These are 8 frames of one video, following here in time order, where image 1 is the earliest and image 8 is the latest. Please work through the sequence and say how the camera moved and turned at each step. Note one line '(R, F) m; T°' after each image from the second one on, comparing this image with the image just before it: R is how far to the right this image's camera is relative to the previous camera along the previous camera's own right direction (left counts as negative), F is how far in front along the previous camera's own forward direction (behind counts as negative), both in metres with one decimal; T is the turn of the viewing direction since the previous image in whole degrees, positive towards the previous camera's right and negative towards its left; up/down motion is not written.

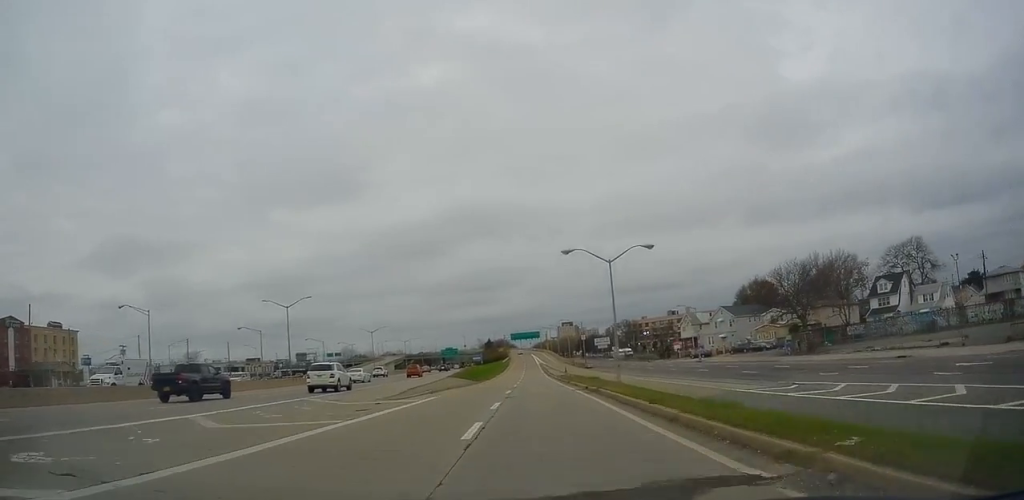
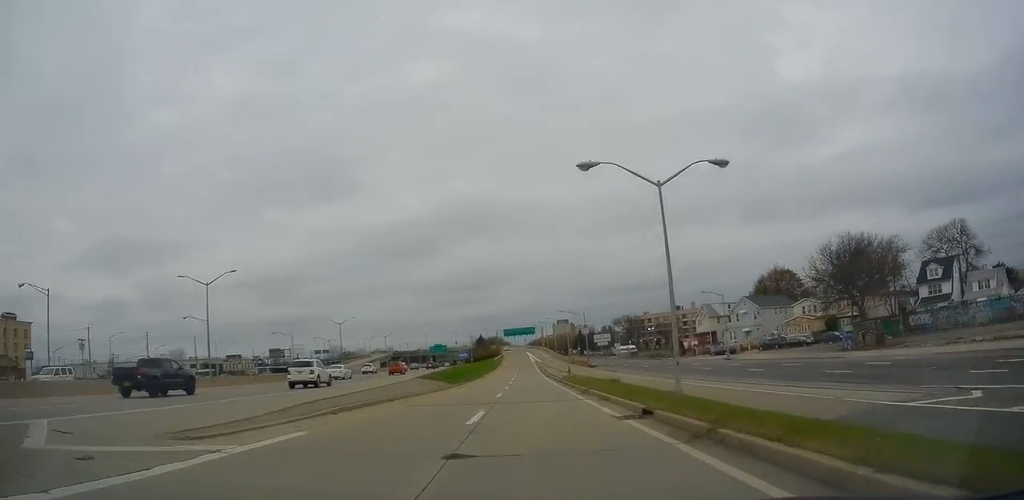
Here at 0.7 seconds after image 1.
(0.0, +16.1) m; 0°
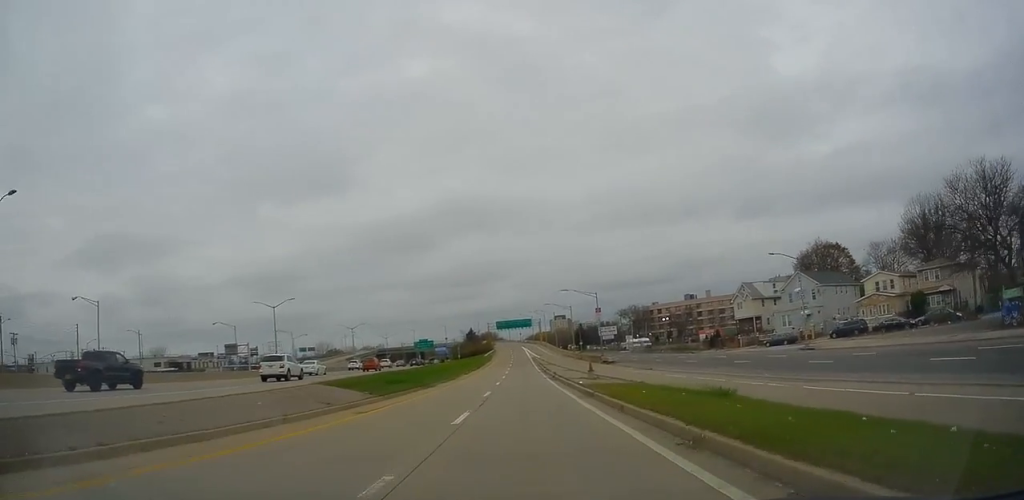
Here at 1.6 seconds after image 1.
(+0.4, +24.4) m; +1°
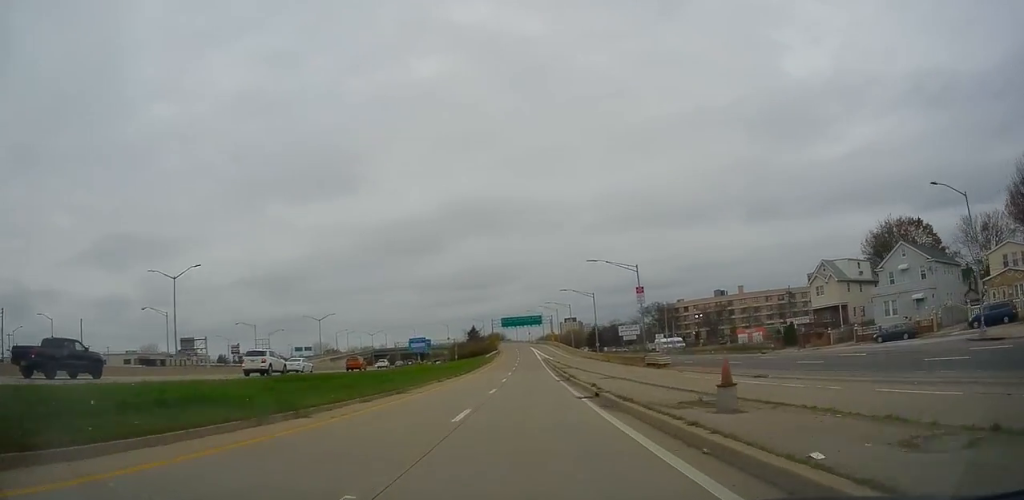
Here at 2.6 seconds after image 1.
(0.0, +24.0) m; 0°
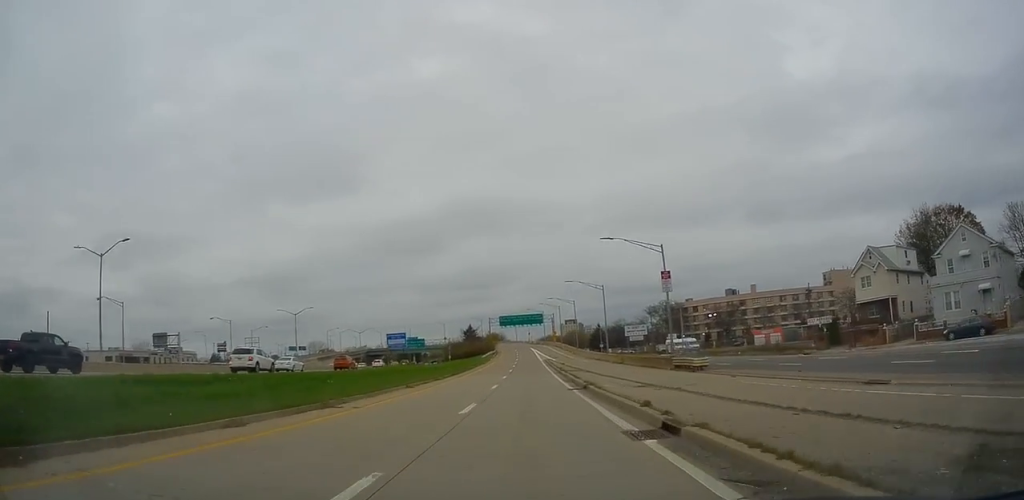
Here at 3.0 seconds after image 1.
(0.0, +10.3) m; 0°
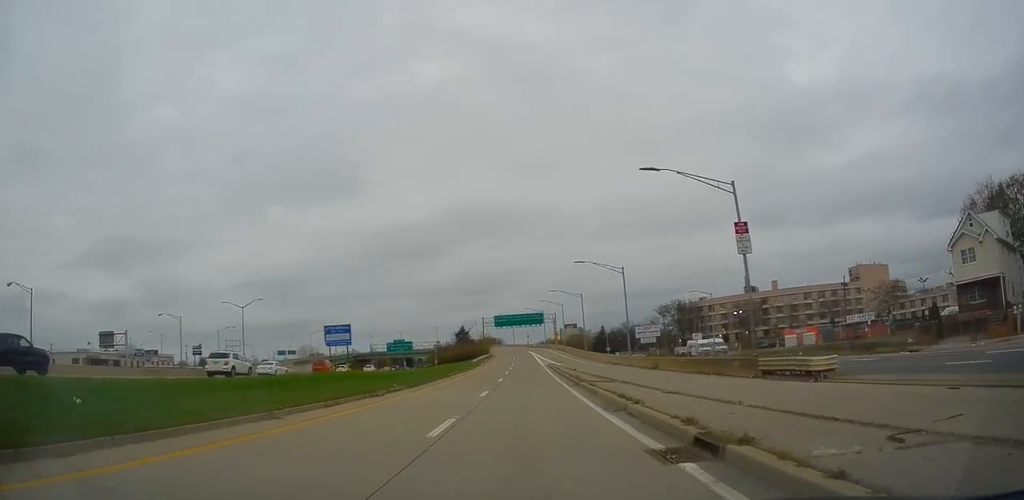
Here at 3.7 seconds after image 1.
(0.0, +16.6) m; 0°
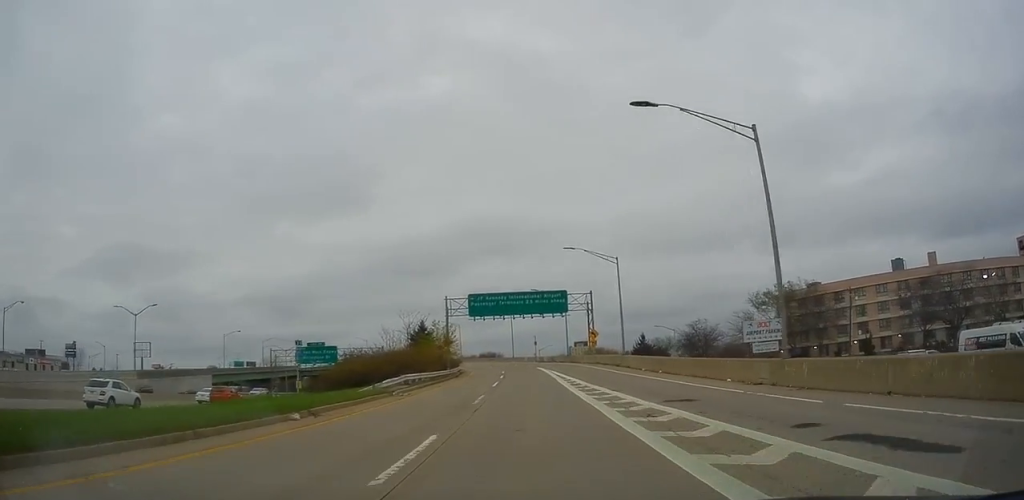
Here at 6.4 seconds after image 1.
(+0.1, +66.6) m; 0°
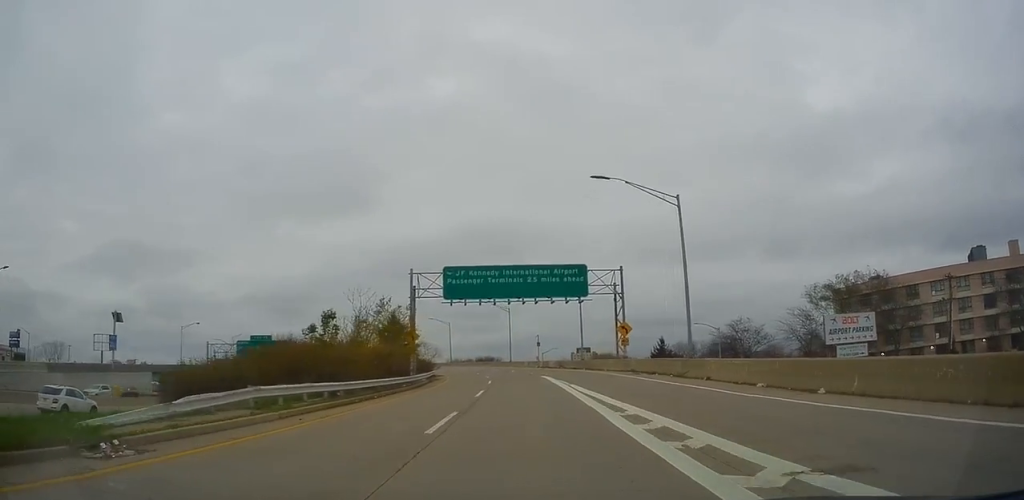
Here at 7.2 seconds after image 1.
(0.0, +21.3) m; -1°
